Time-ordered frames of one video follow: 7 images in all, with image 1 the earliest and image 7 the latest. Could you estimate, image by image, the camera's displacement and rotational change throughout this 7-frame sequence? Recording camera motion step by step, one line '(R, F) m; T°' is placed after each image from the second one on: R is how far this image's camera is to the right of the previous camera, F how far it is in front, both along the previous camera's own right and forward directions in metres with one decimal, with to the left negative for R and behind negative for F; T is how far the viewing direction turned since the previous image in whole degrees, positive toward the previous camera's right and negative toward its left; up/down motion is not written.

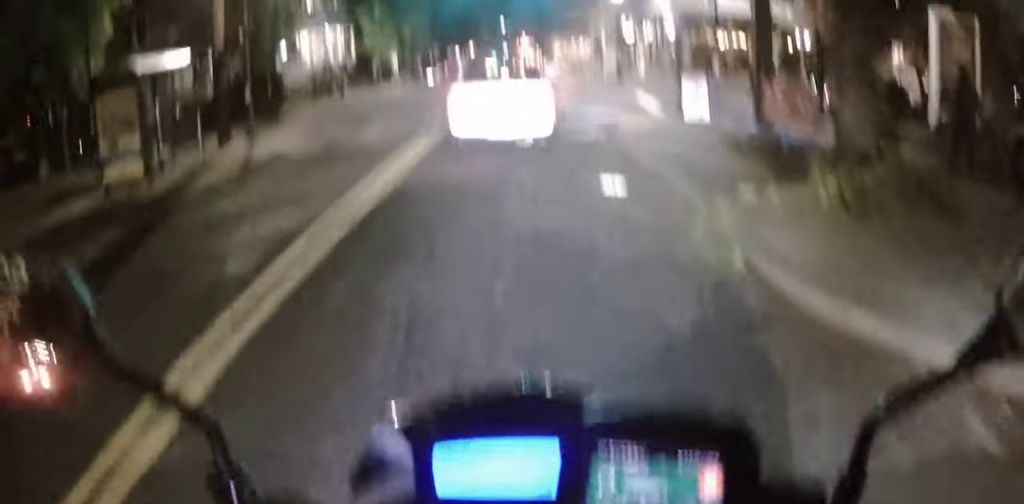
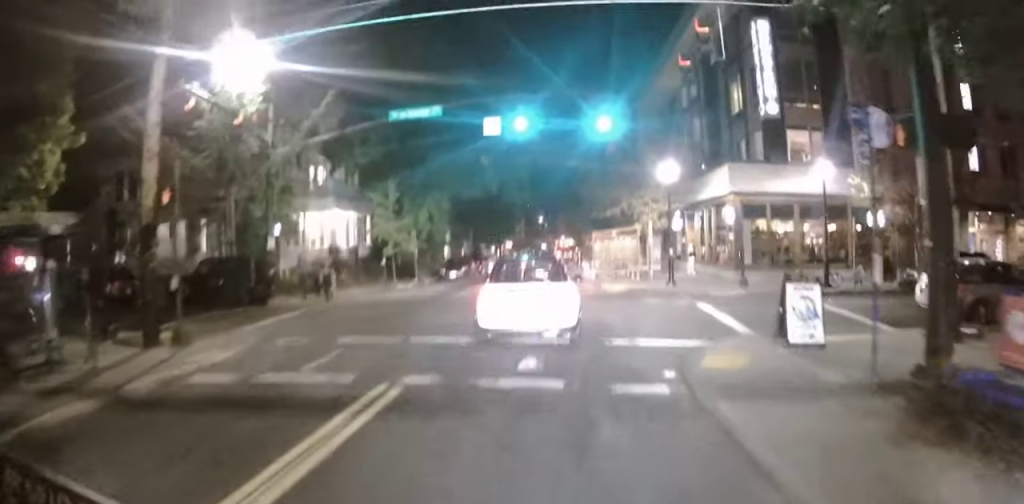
(0.0, +4.2) m; 0°
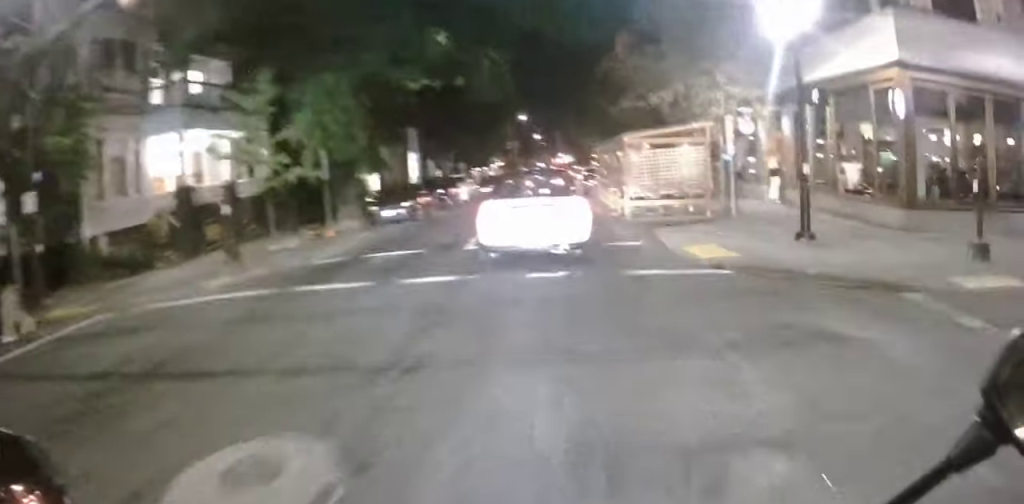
(0.0, +11.3) m; 0°
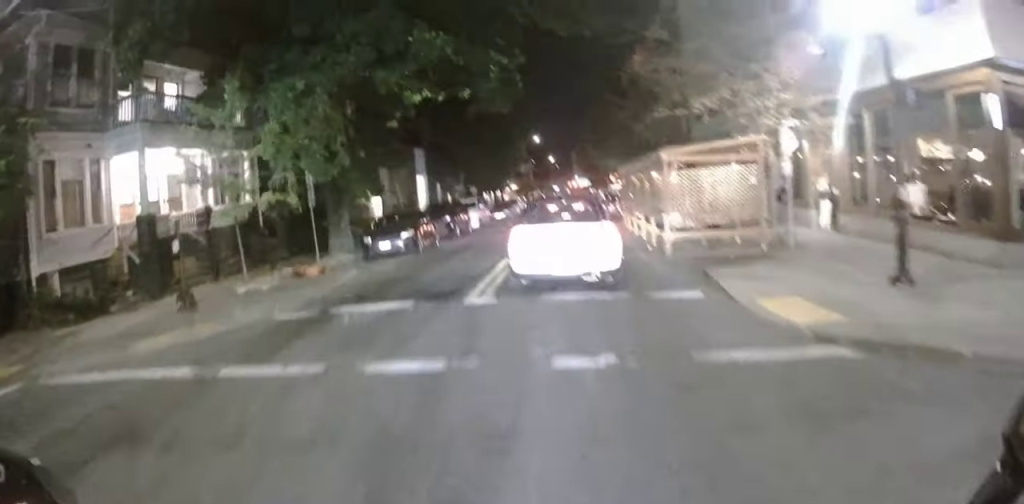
(0.0, +2.6) m; 0°
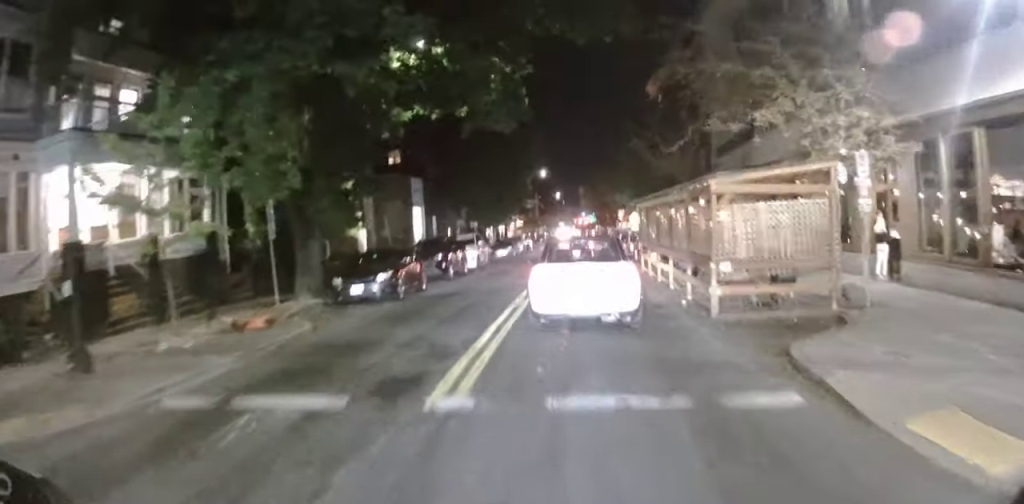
(0.0, +2.9) m; 0°
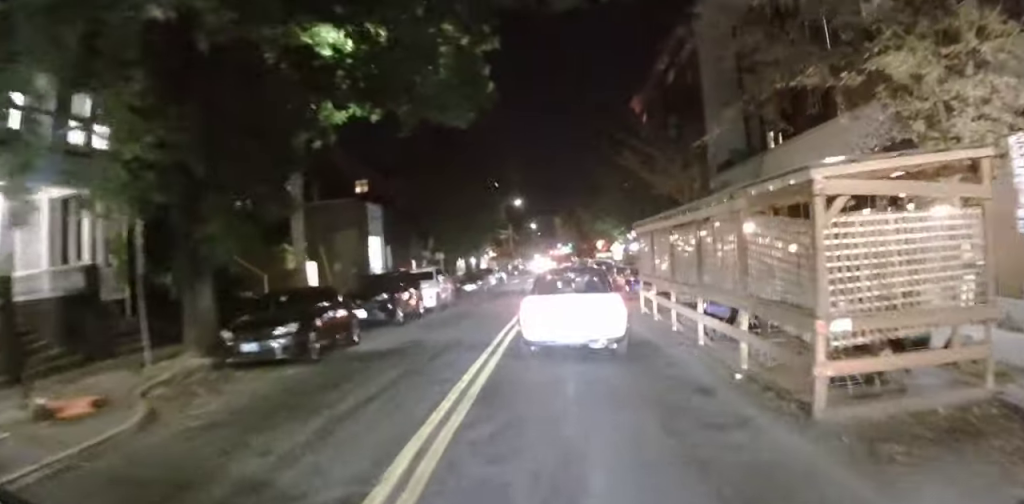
(0.0, +4.4) m; 0°
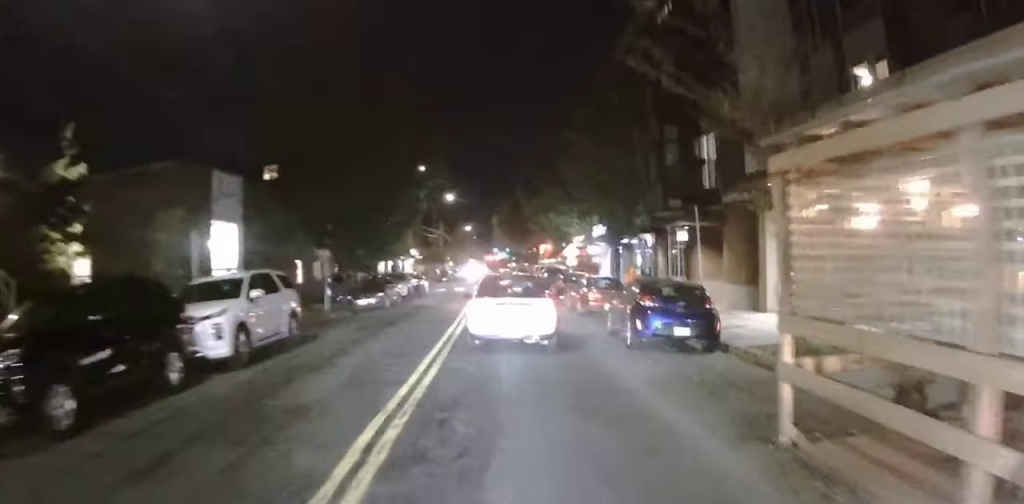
(-0.2, +11.9) m; -5°
